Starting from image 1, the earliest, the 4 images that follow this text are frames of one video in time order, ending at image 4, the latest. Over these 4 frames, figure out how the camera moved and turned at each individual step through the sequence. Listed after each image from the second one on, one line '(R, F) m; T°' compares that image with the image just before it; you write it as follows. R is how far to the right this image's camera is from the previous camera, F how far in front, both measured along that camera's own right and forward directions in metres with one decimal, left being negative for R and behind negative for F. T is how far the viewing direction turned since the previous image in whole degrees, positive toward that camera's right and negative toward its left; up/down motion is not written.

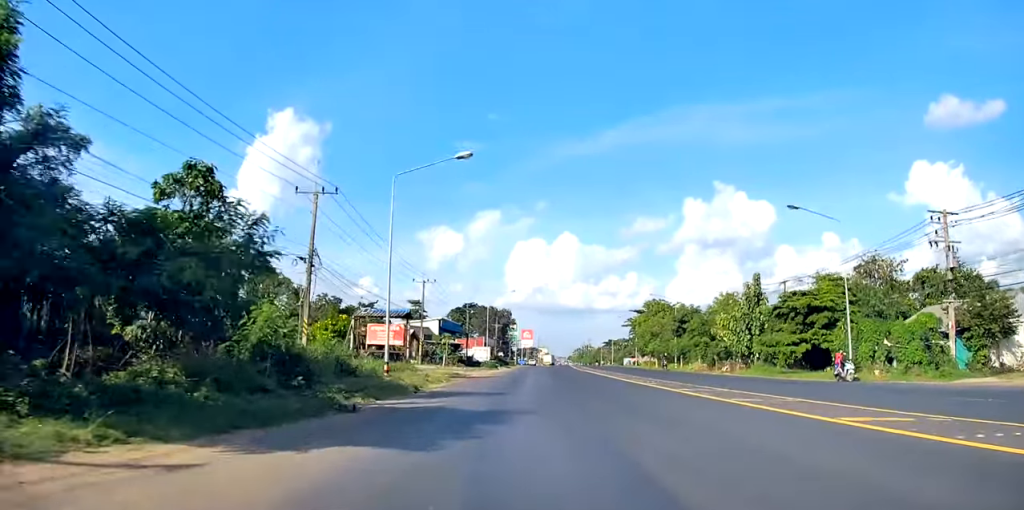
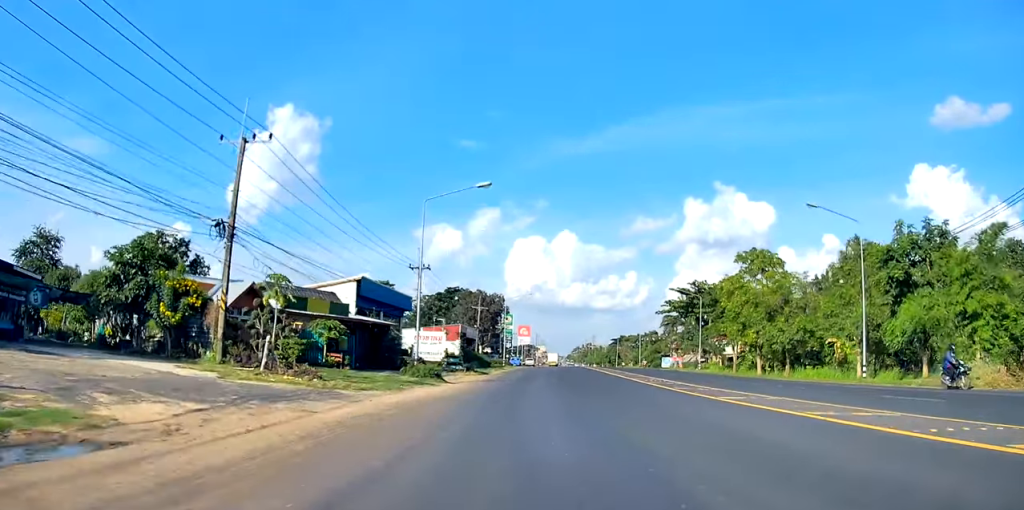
(+0.2, +45.6) m; +1°
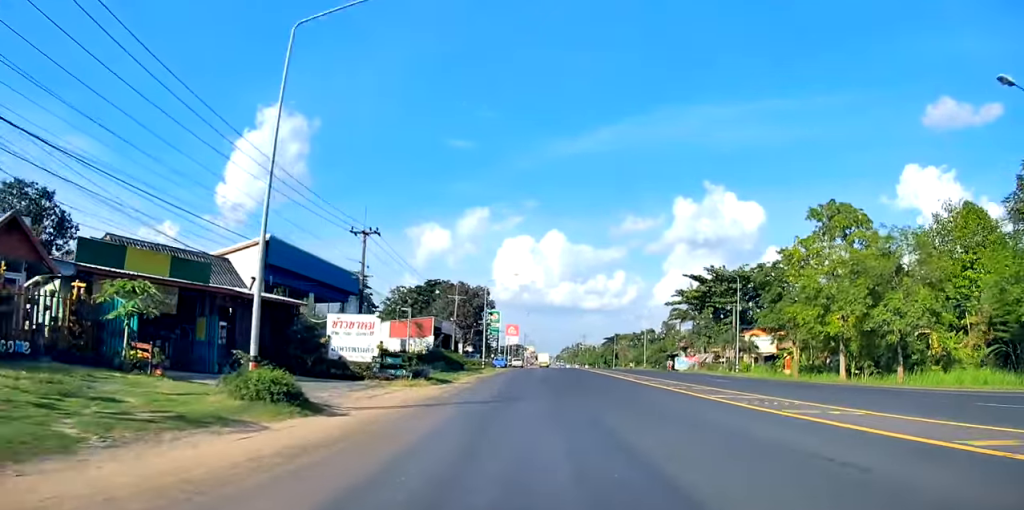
(+0.1, +18.0) m; +2°
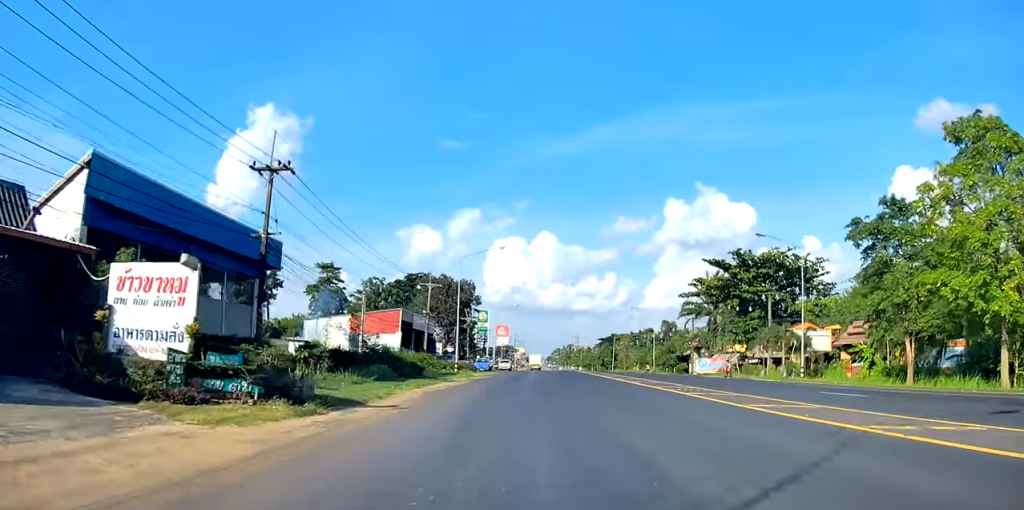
(+0.3, +16.2) m; +1°
